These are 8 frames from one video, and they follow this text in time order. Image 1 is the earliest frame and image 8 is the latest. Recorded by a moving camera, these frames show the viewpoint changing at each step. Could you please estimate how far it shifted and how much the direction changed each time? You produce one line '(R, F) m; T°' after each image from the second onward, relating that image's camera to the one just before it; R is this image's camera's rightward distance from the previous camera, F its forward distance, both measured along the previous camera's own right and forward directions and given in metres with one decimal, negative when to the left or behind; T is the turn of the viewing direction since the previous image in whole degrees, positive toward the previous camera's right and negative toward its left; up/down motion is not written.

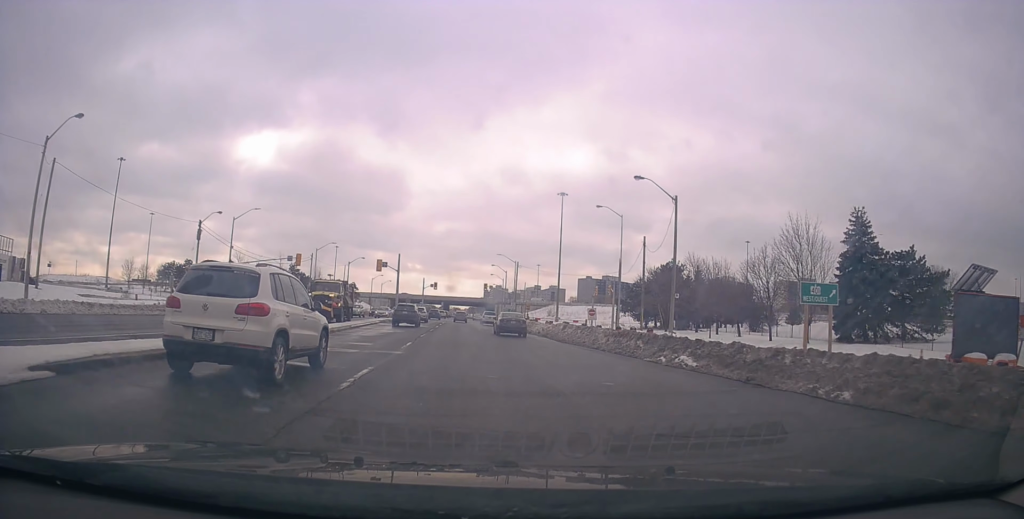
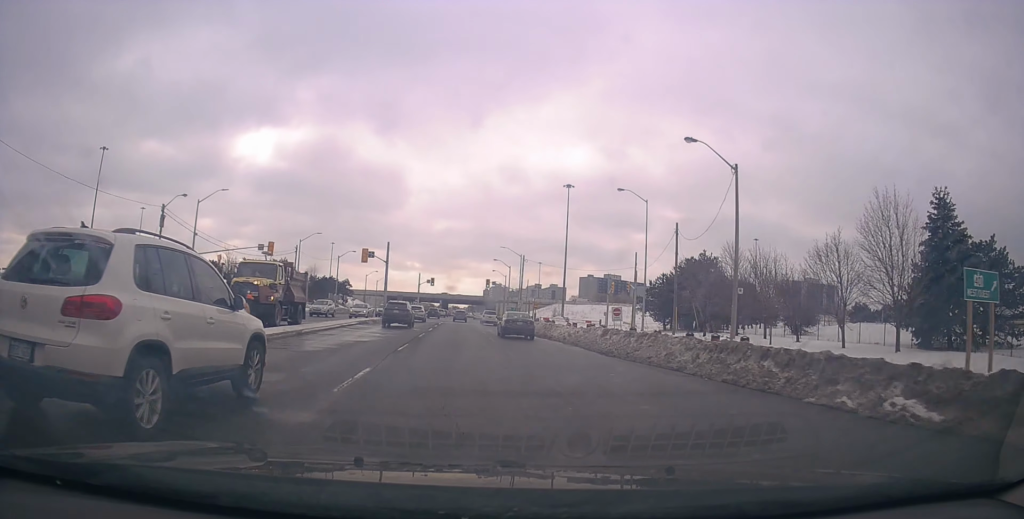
(-0.4, +9.6) m; +1°
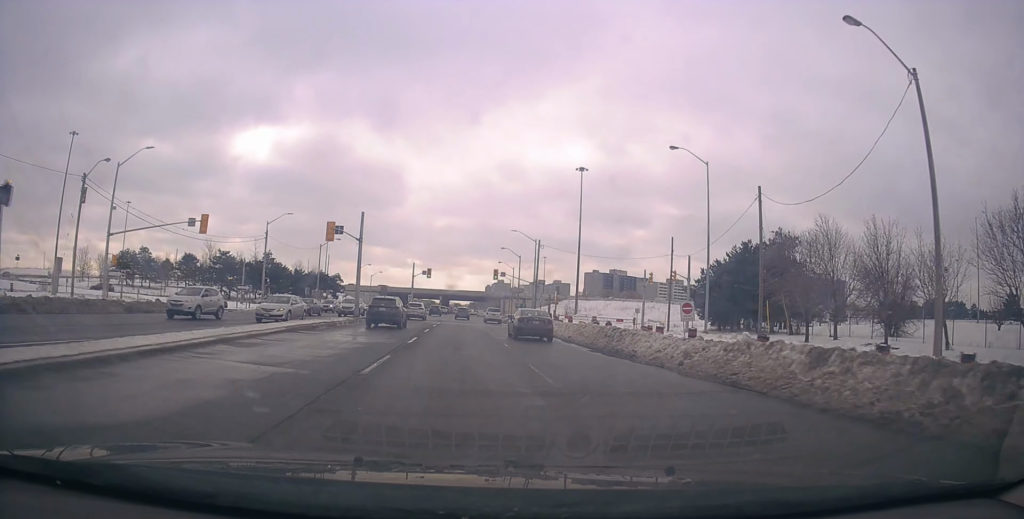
(+0.7, +15.1) m; 0°
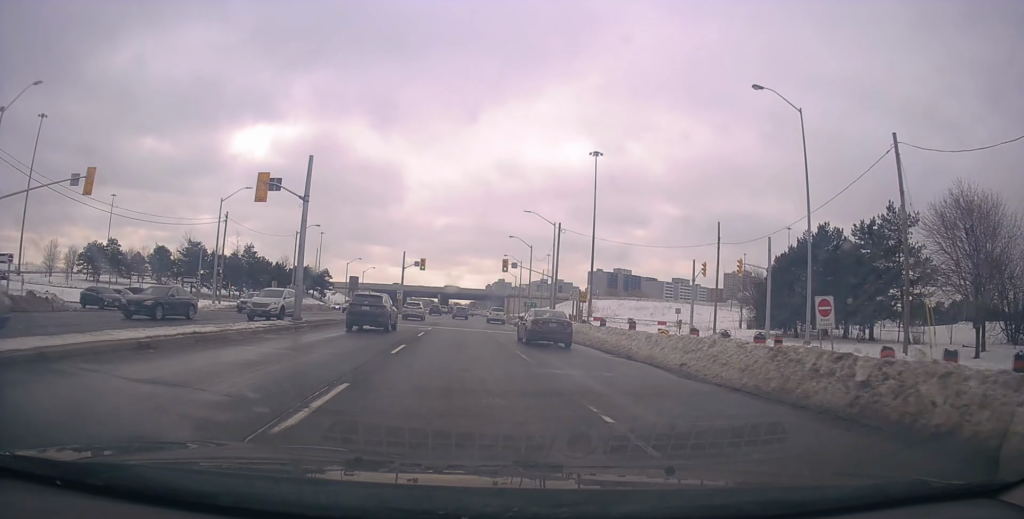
(-0.7, +13.6) m; -1°
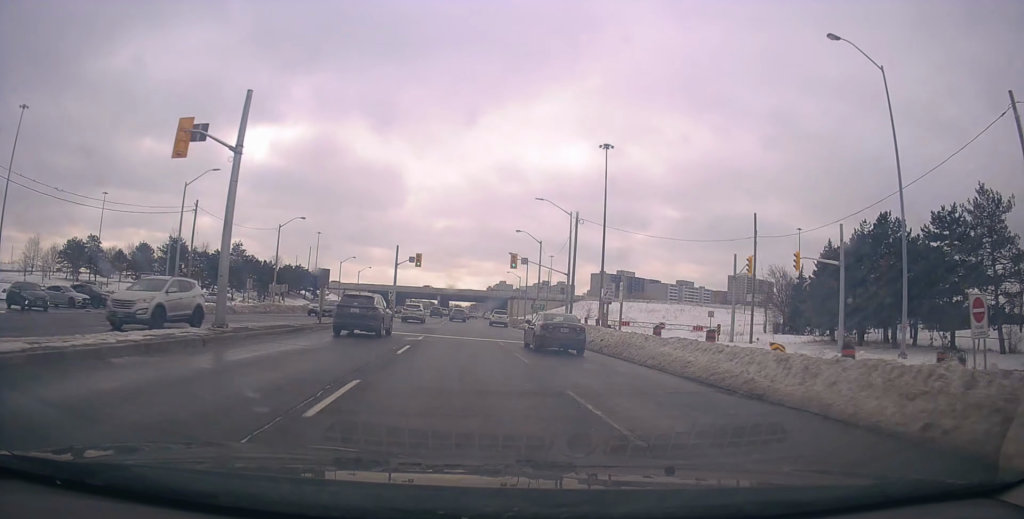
(+0.2, +7.7) m; +1°
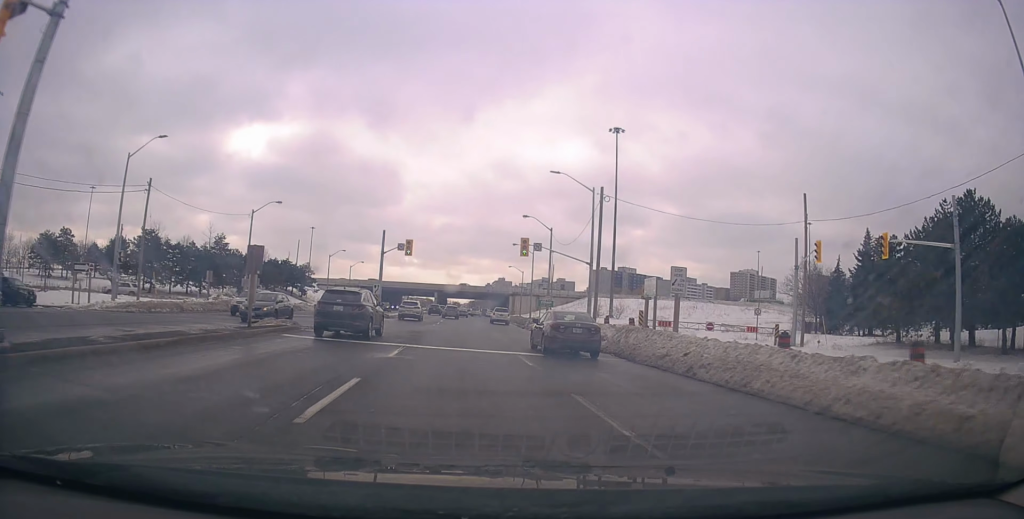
(+0.1, +9.1) m; 0°
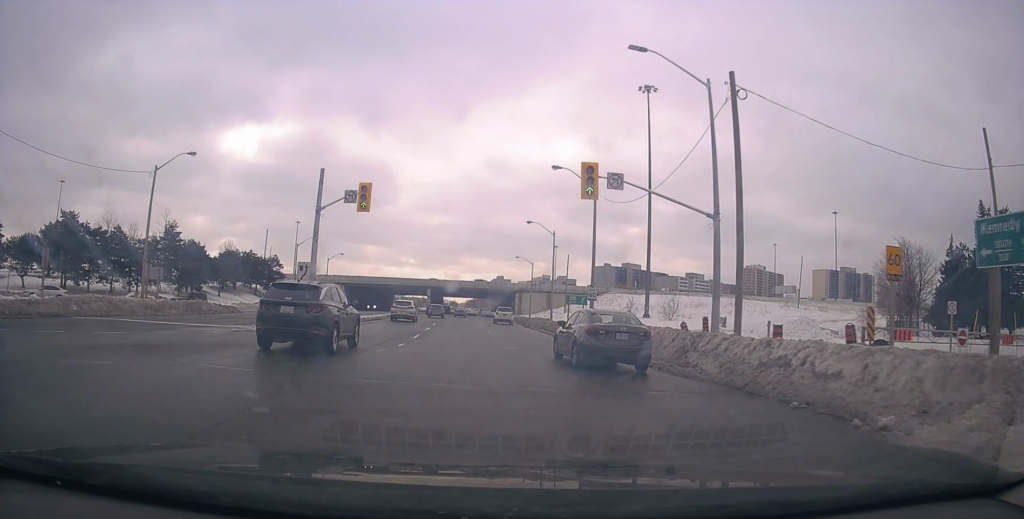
(-0.4, +20.5) m; 0°
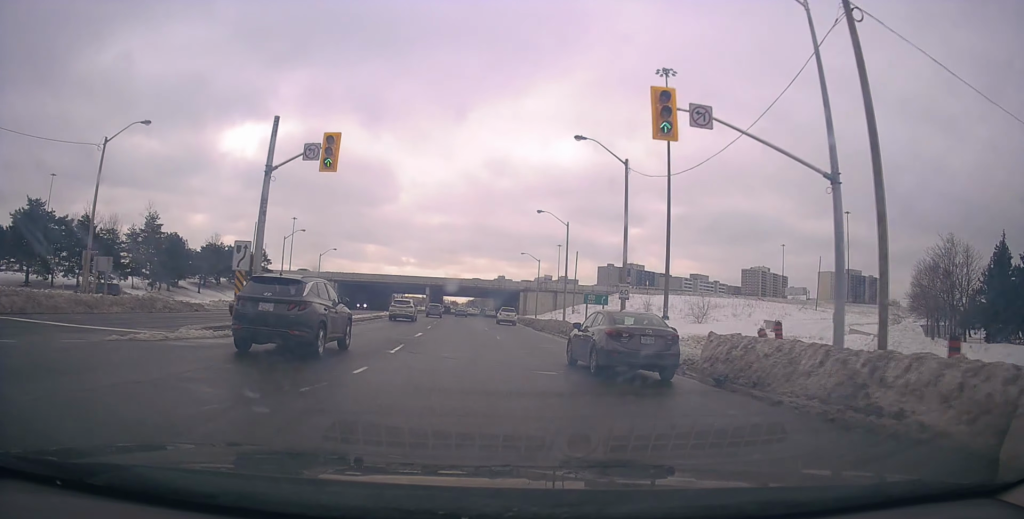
(+0.1, +7.5) m; 0°
